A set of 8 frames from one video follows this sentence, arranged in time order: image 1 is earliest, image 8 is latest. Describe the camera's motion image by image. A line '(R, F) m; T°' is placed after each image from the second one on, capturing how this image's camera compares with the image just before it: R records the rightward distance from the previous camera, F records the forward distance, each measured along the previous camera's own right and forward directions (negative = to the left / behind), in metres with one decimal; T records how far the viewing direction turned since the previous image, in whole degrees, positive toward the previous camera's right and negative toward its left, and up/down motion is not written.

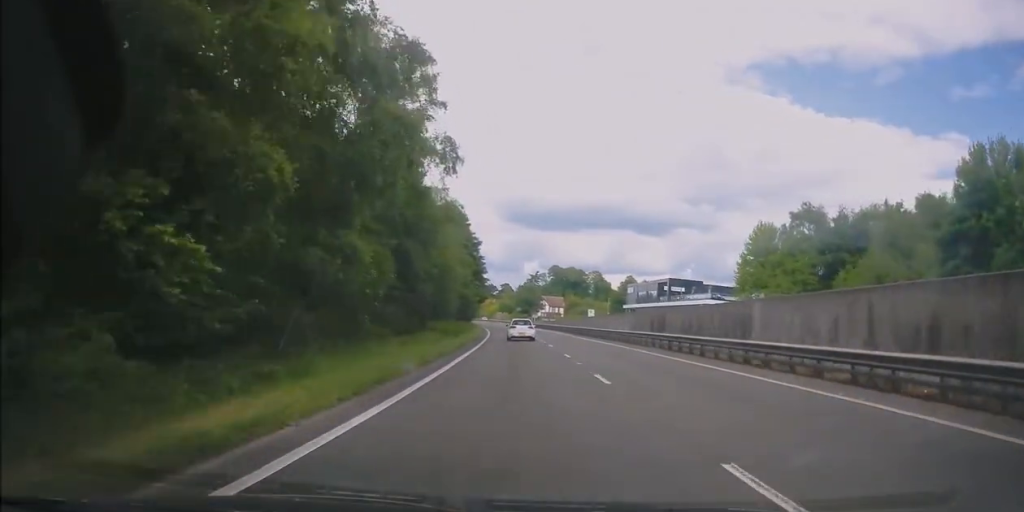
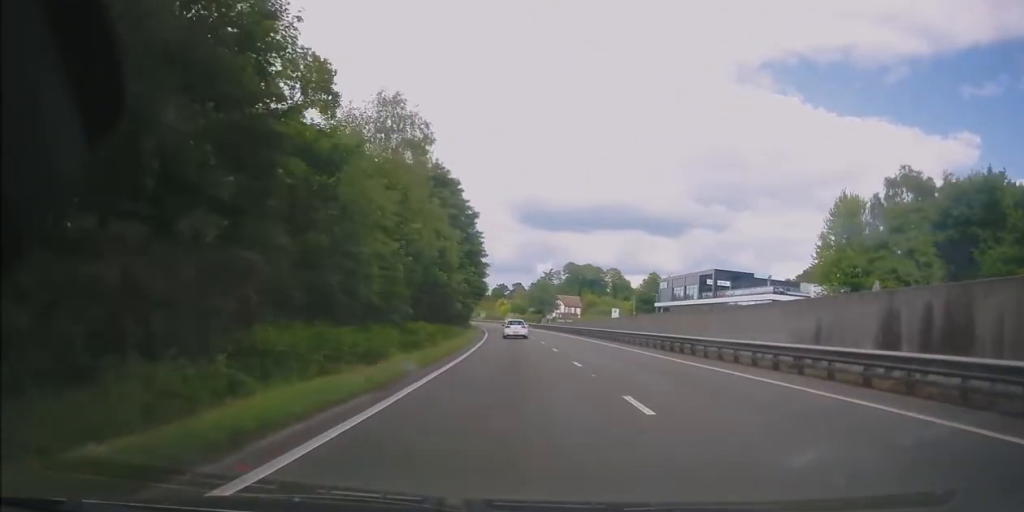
(-0.4, +23.1) m; -1°
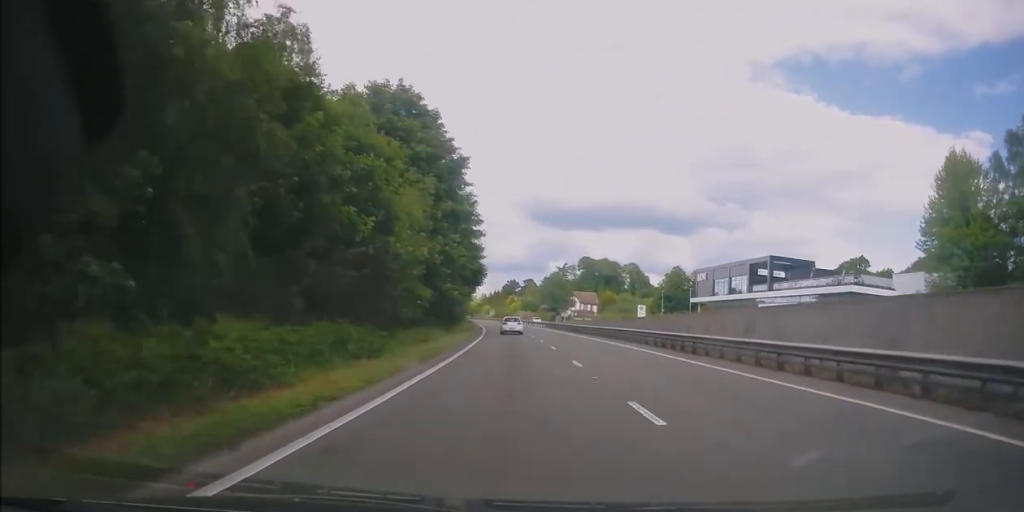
(-0.1, +19.9) m; -1°
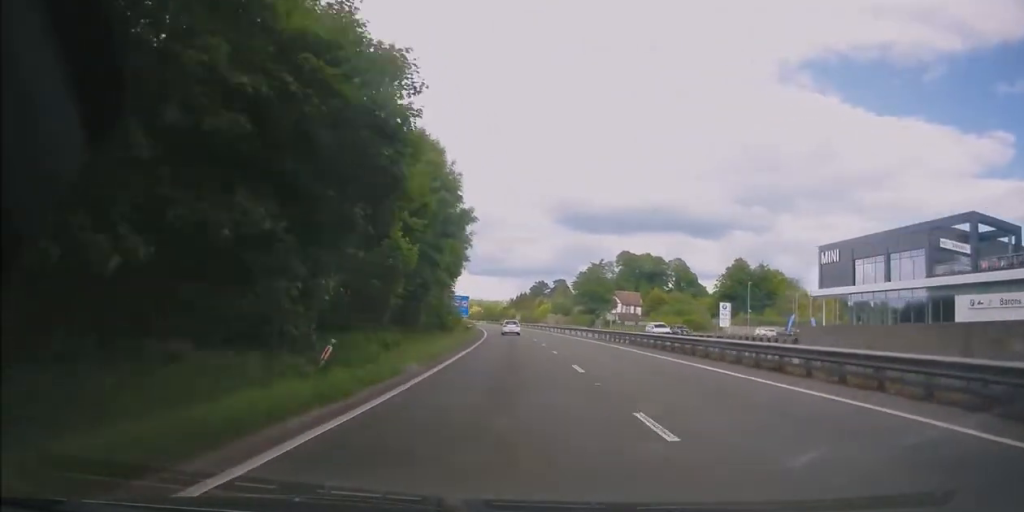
(-1.1, +38.8) m; -3°
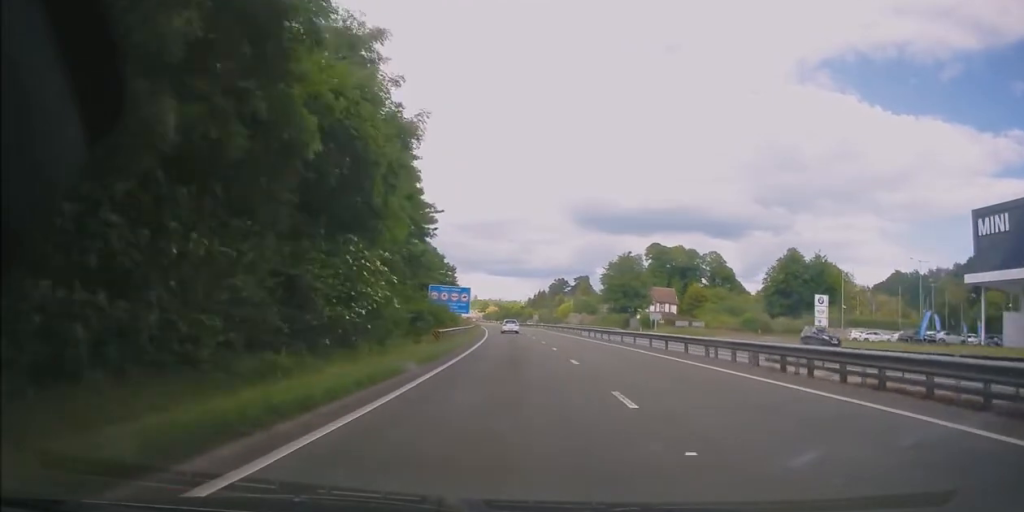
(+0.1, +25.6) m; 0°
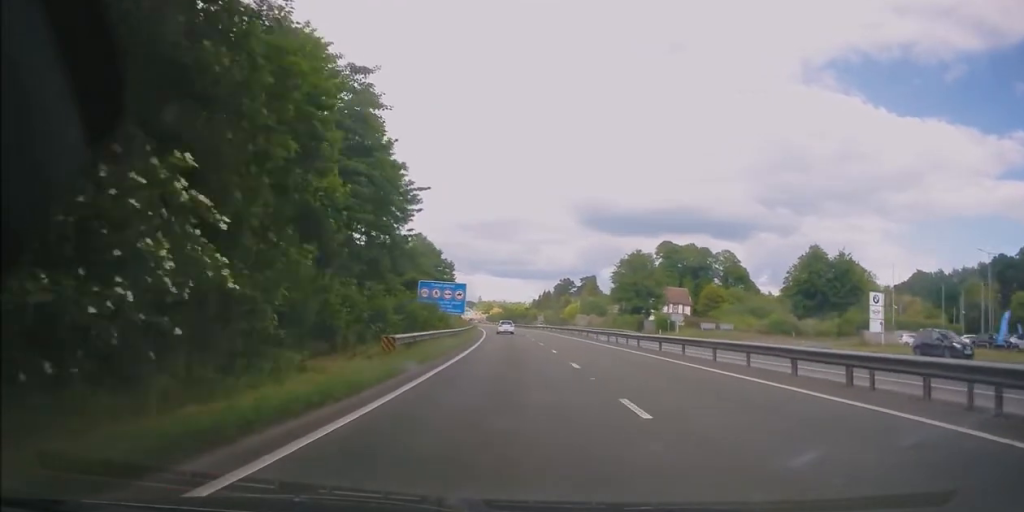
(0.0, +10.4) m; 0°
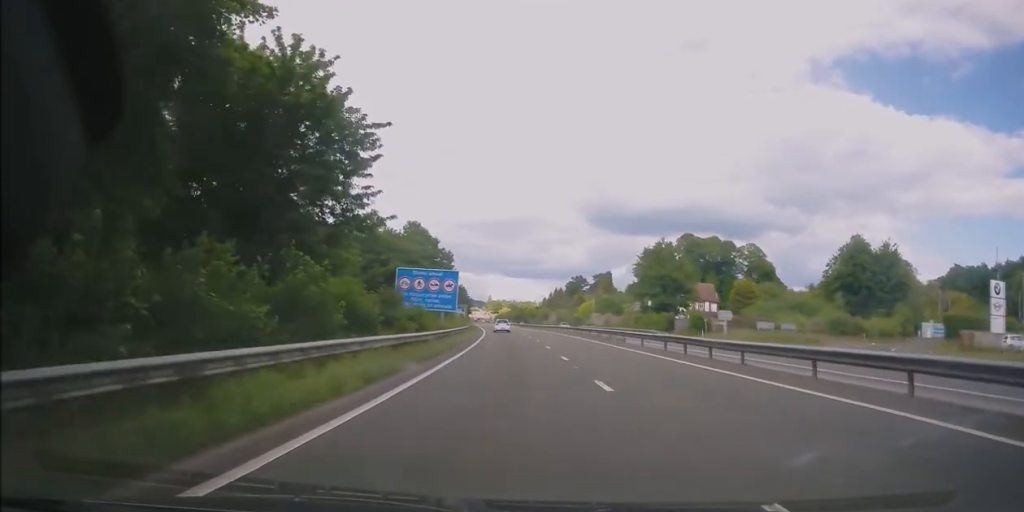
(0.0, +15.7) m; -2°
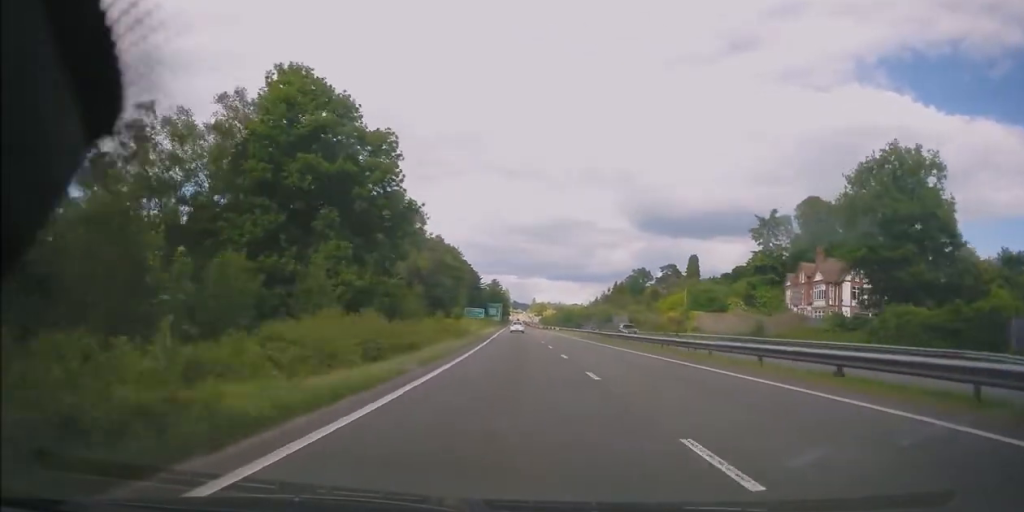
(-2.8, +63.2) m; -5°
